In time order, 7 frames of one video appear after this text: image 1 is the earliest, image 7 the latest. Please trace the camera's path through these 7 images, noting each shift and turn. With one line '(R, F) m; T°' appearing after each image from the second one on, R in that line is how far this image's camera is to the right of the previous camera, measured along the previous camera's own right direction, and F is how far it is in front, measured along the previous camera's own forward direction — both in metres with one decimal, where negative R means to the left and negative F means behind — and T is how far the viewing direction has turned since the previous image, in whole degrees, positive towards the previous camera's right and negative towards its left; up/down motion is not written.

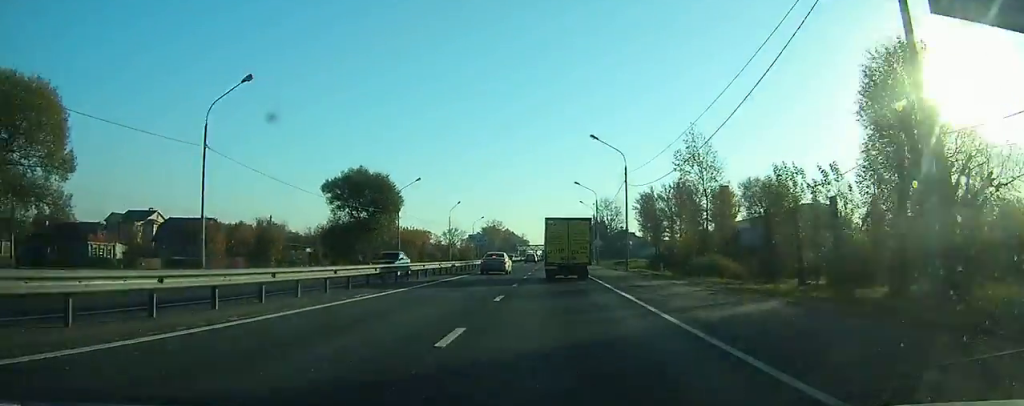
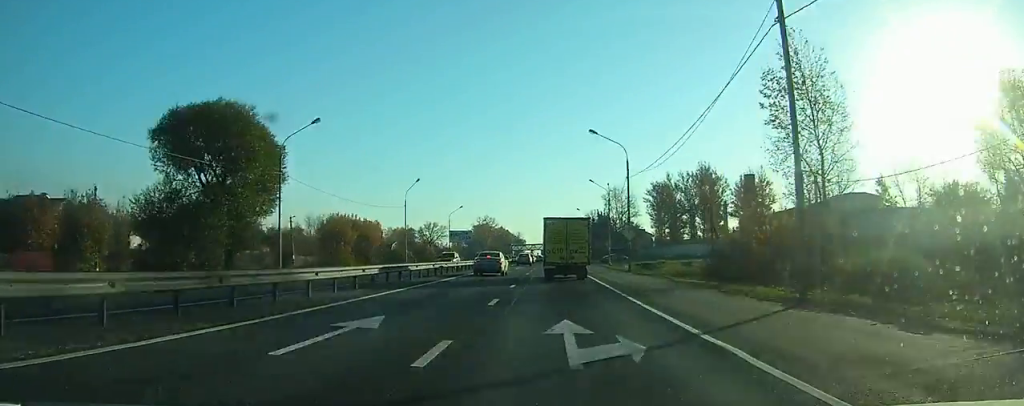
(+0.2, +38.1) m; +1°
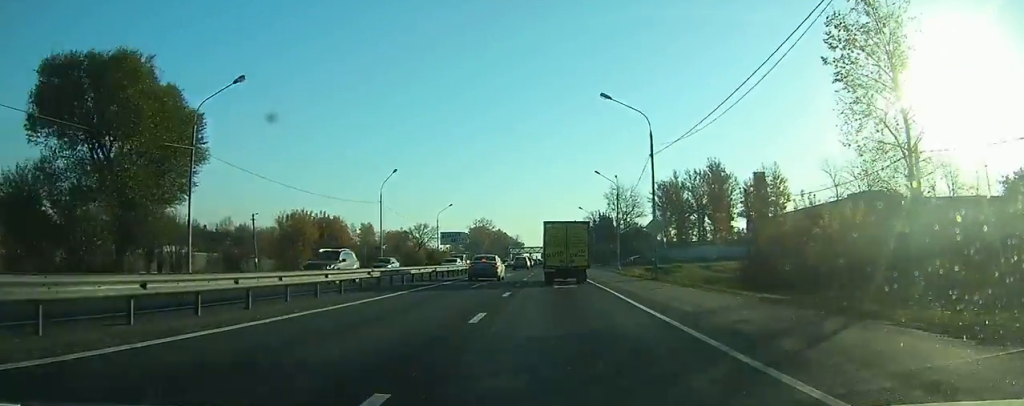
(+0.1, +12.2) m; 0°
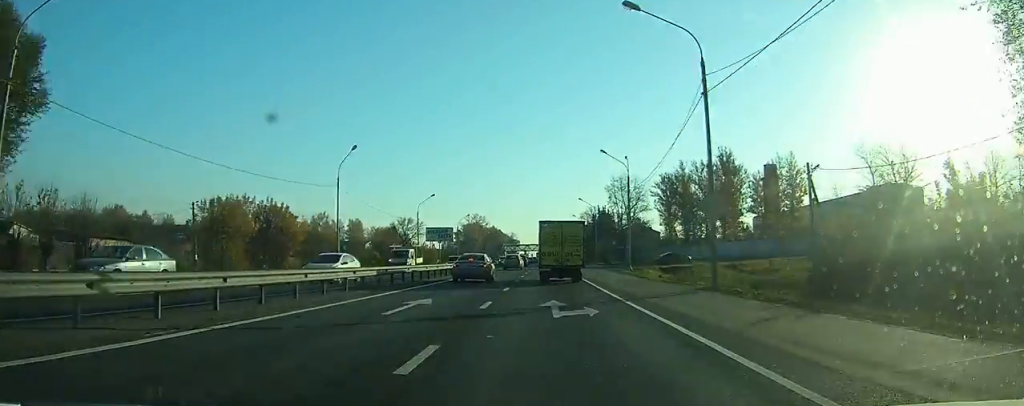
(0.0, +13.6) m; 0°
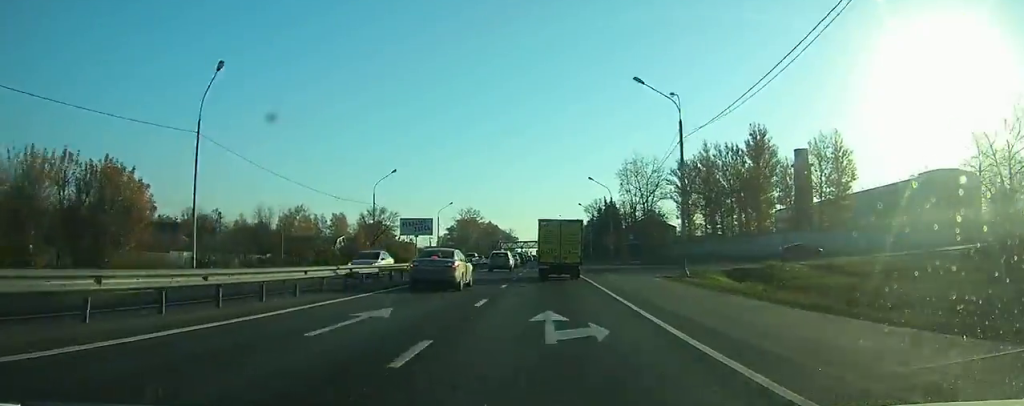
(0.0, +23.1) m; 0°
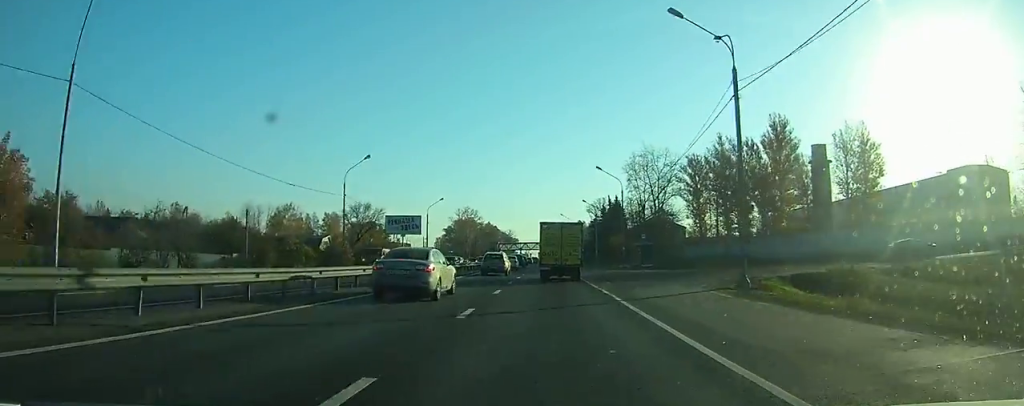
(0.0, +10.1) m; 0°
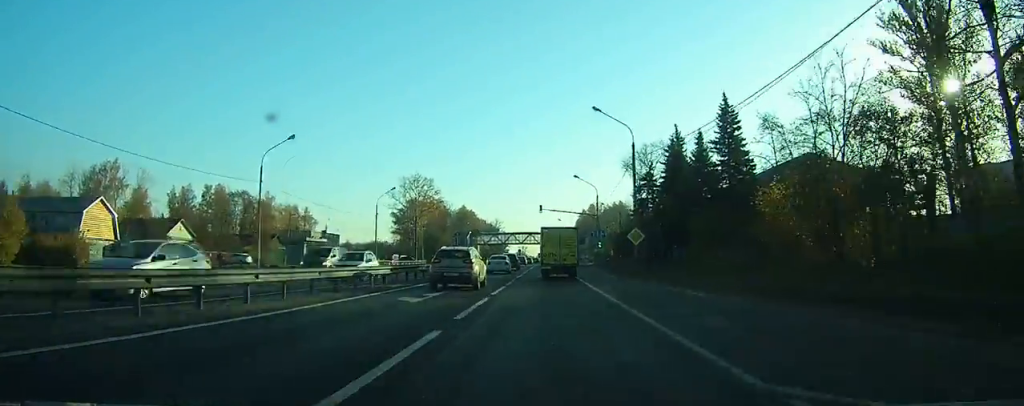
(+0.2, +87.1) m; 0°
